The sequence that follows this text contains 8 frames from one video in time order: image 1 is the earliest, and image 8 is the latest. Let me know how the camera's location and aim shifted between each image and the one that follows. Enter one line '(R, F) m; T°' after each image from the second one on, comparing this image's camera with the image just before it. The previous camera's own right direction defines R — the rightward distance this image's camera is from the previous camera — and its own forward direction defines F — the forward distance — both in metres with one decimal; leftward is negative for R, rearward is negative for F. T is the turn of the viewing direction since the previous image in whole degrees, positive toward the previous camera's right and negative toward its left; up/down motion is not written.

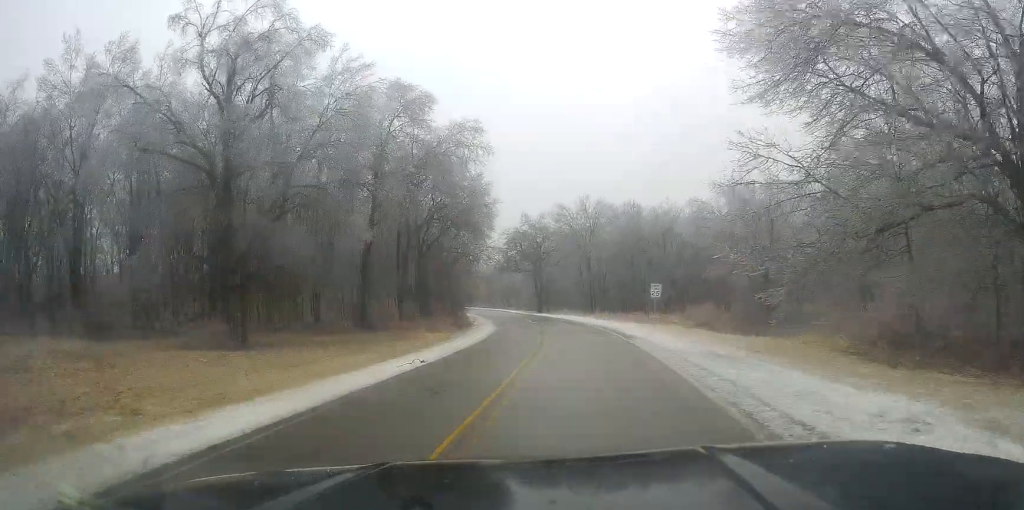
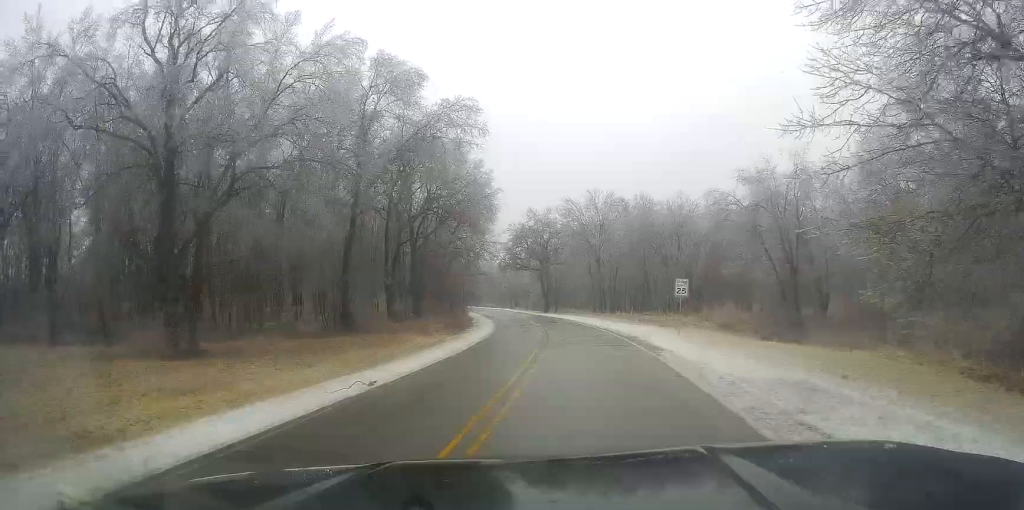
(0.0, +6.9) m; -1°
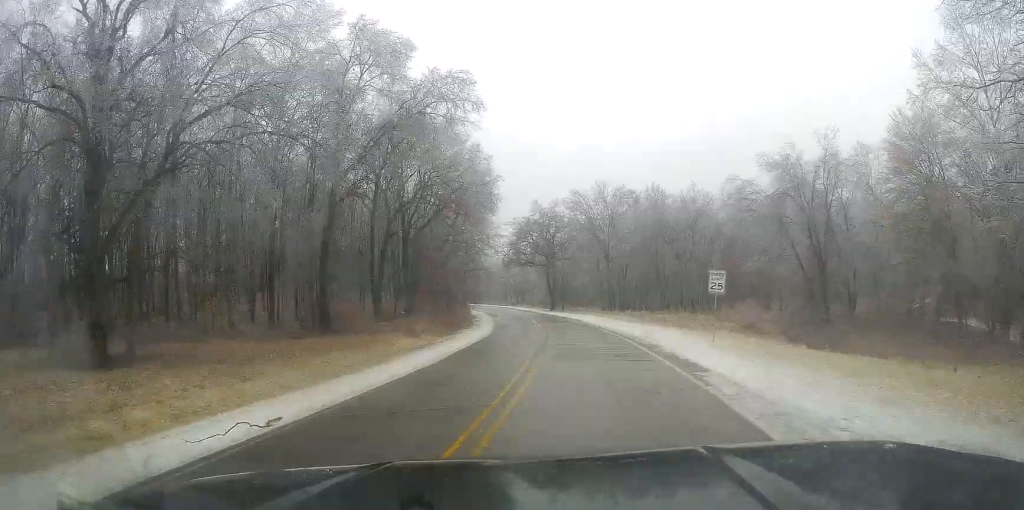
(+0.2, +6.4) m; -1°
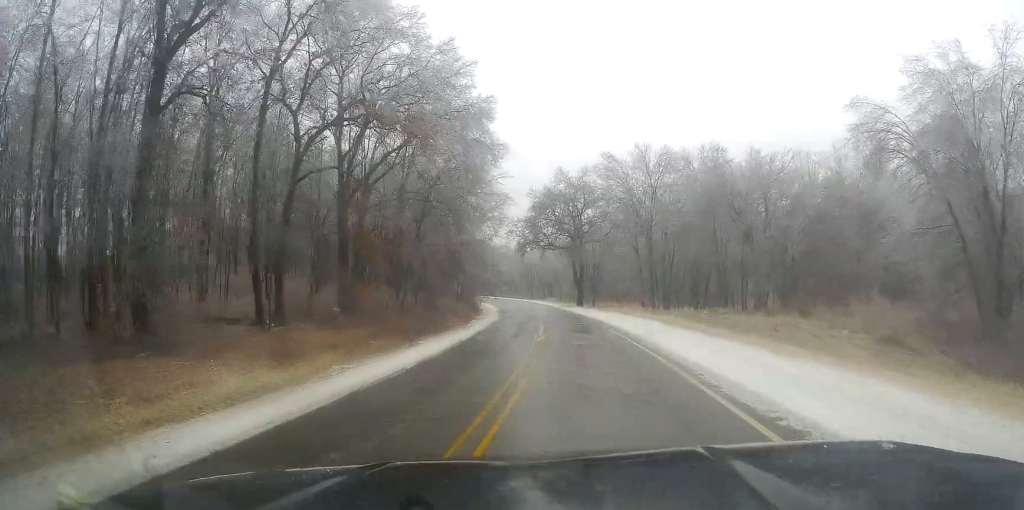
(-0.6, +25.8) m; -3°
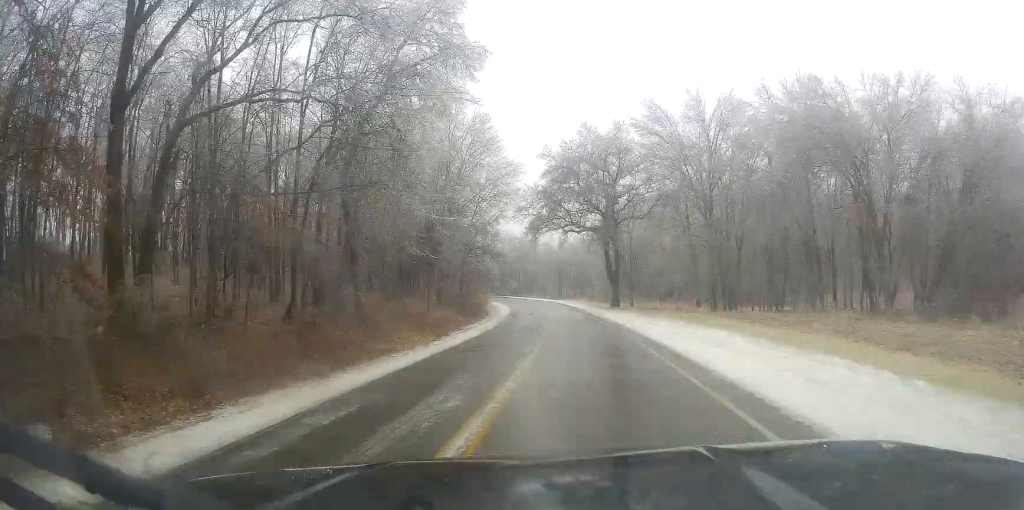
(-1.5, +25.8) m; -6°
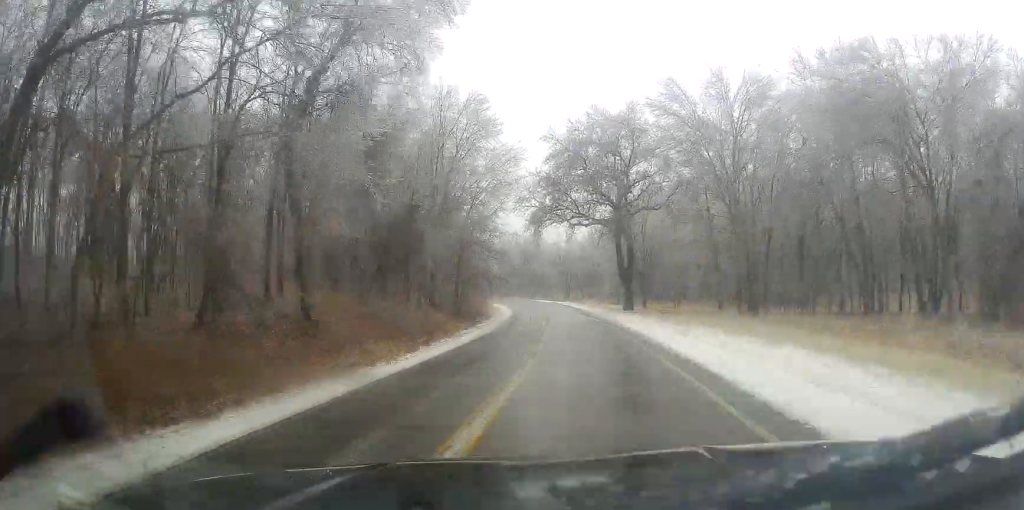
(-0.2, +8.2) m; +1°
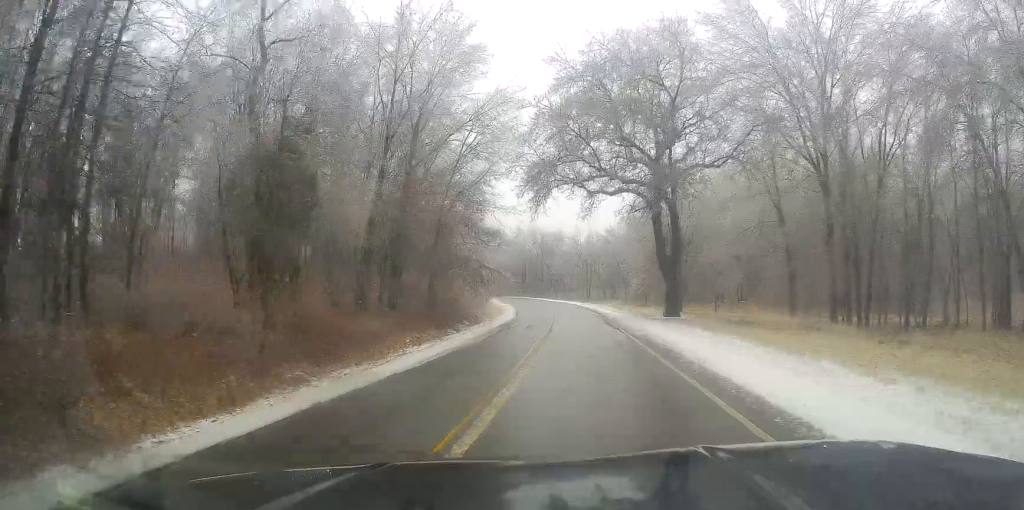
(+0.5, +20.3) m; -1°
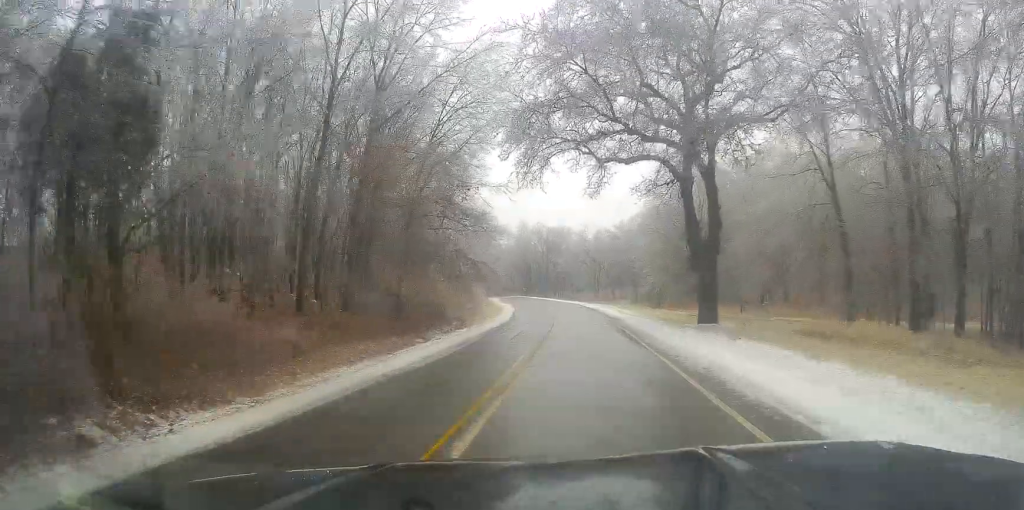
(-0.6, +10.7) m; -2°
